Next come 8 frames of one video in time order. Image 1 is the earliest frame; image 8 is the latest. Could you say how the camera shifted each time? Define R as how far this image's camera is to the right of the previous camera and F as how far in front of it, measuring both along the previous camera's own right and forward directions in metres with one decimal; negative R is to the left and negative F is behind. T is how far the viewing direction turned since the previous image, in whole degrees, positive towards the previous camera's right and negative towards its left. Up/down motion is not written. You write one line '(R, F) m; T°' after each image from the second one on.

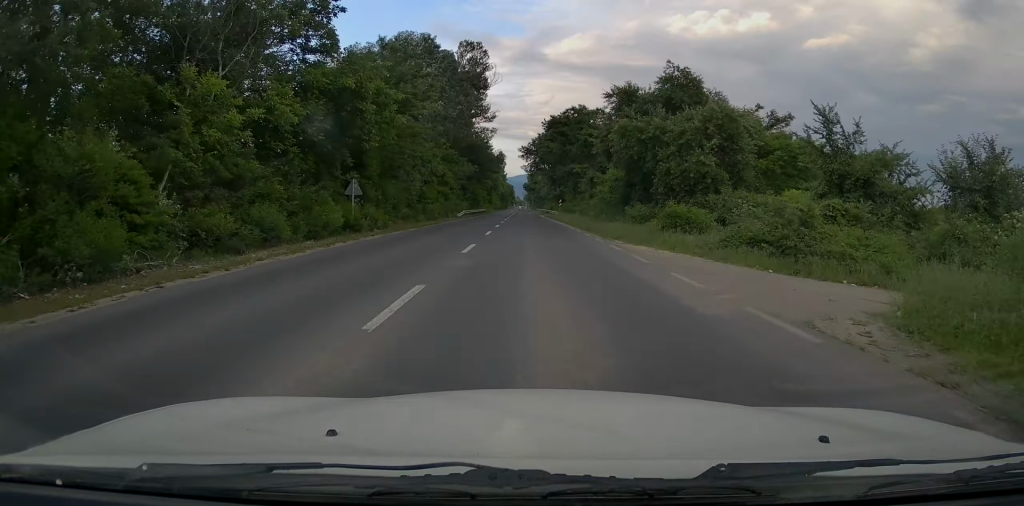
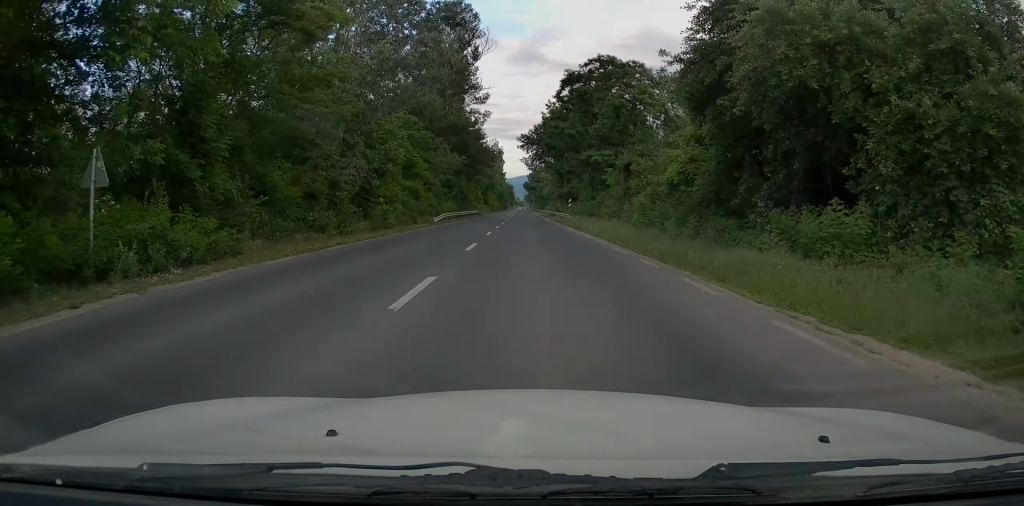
(0.0, +16.9) m; 0°
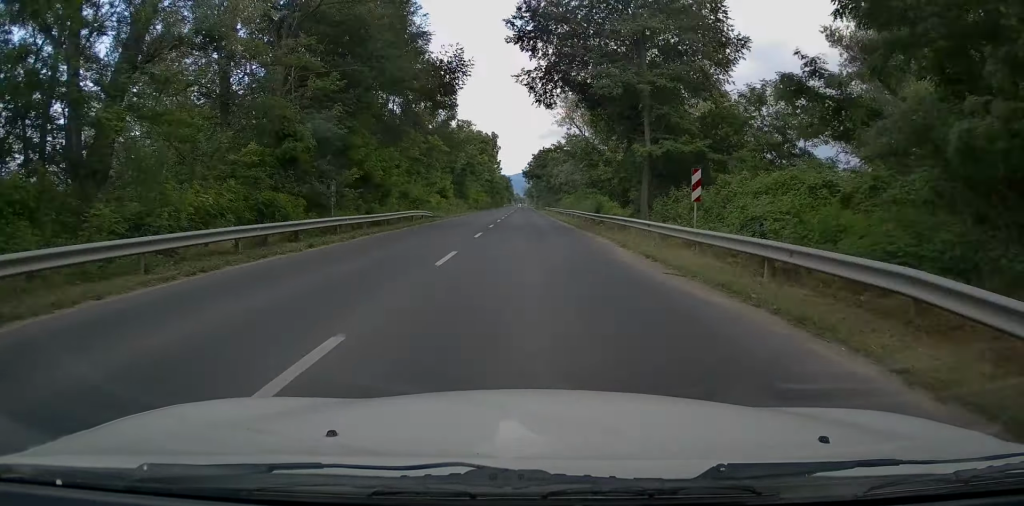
(+0.1, +49.0) m; 0°
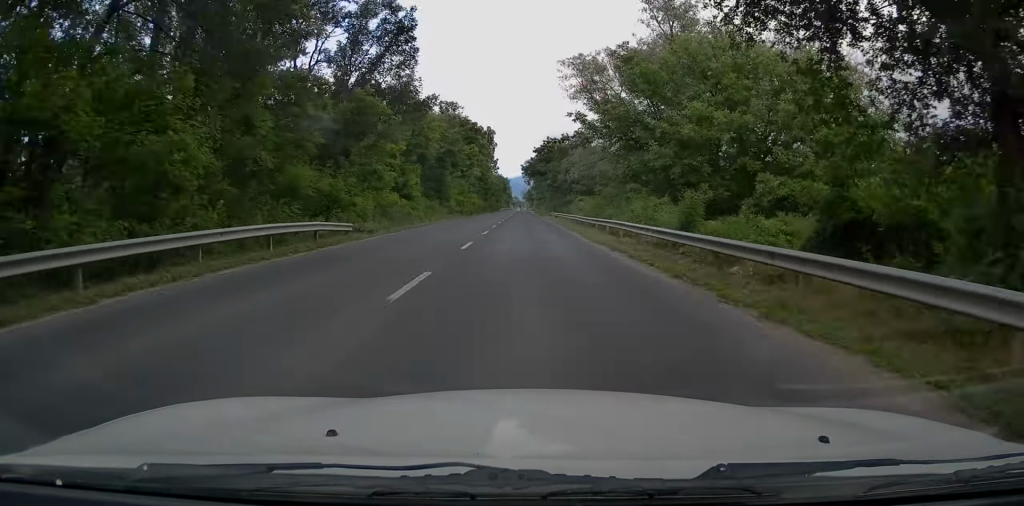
(0.0, +21.6) m; -1°
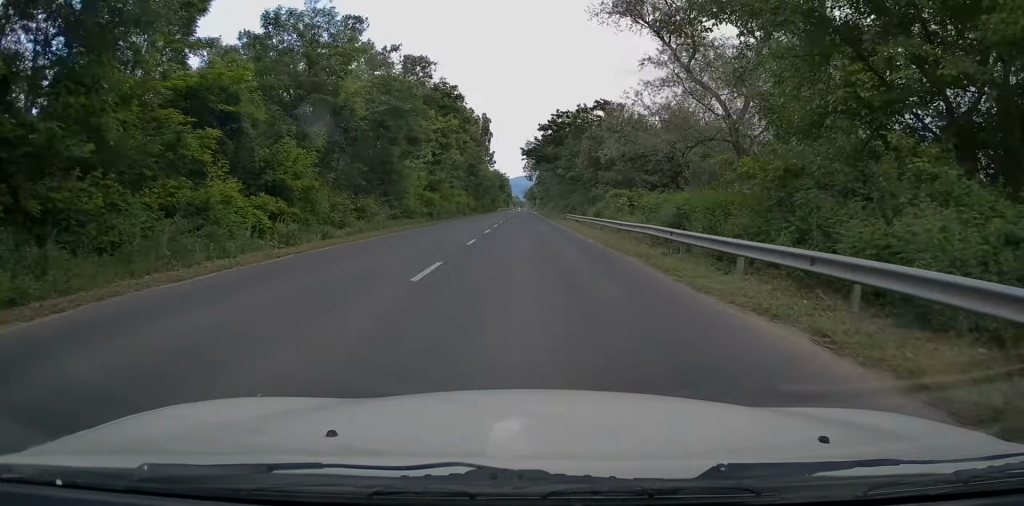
(-0.3, +25.2) m; 0°
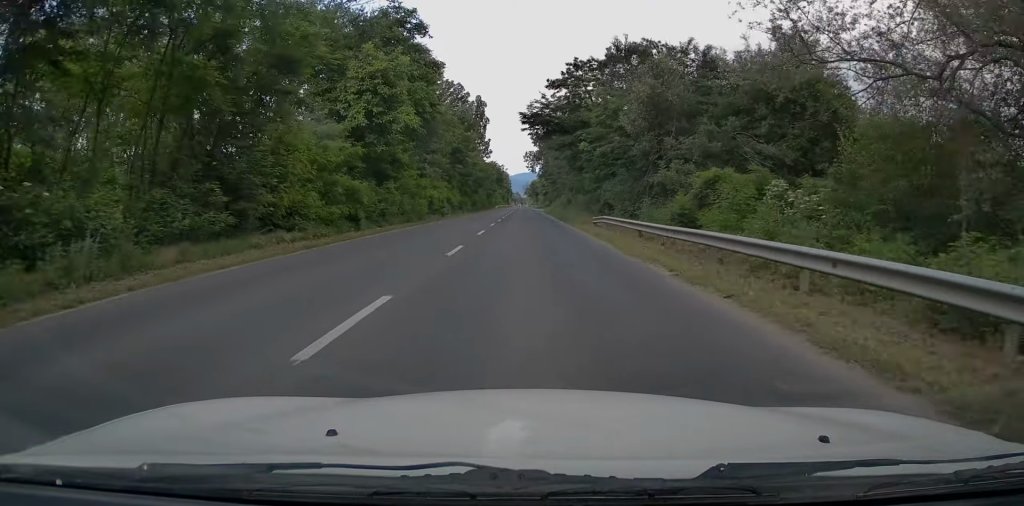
(+0.3, +22.6) m; +1°
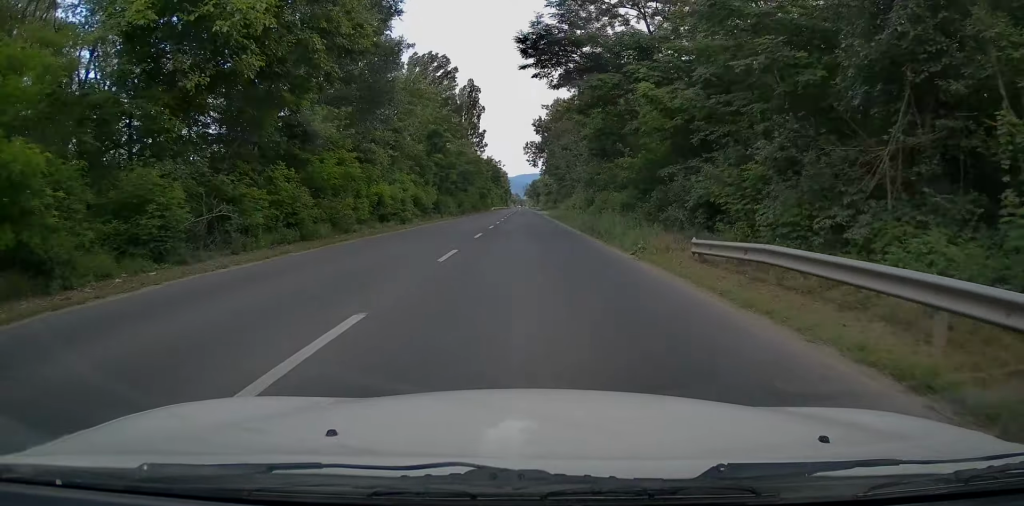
(+0.1, +19.1) m; 0°
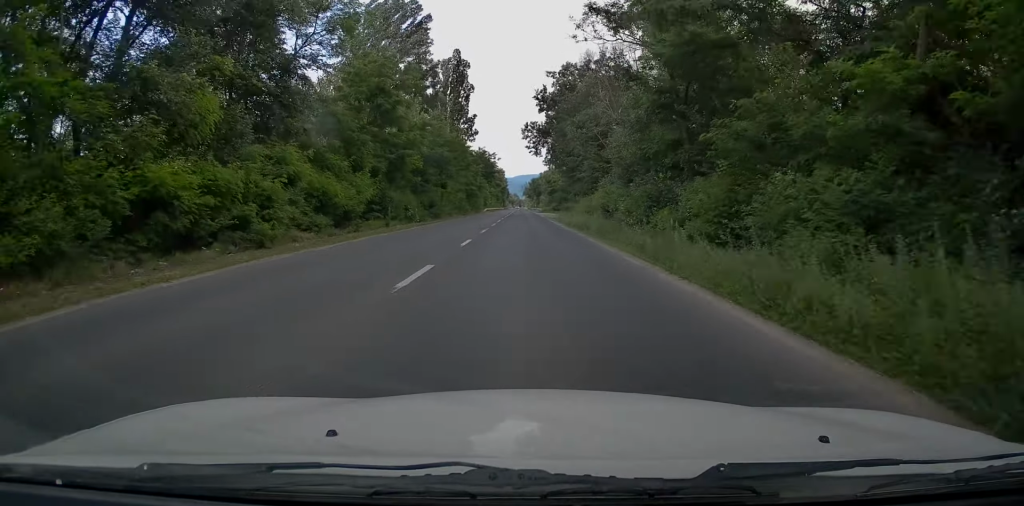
(0.0, +21.8) m; 0°
